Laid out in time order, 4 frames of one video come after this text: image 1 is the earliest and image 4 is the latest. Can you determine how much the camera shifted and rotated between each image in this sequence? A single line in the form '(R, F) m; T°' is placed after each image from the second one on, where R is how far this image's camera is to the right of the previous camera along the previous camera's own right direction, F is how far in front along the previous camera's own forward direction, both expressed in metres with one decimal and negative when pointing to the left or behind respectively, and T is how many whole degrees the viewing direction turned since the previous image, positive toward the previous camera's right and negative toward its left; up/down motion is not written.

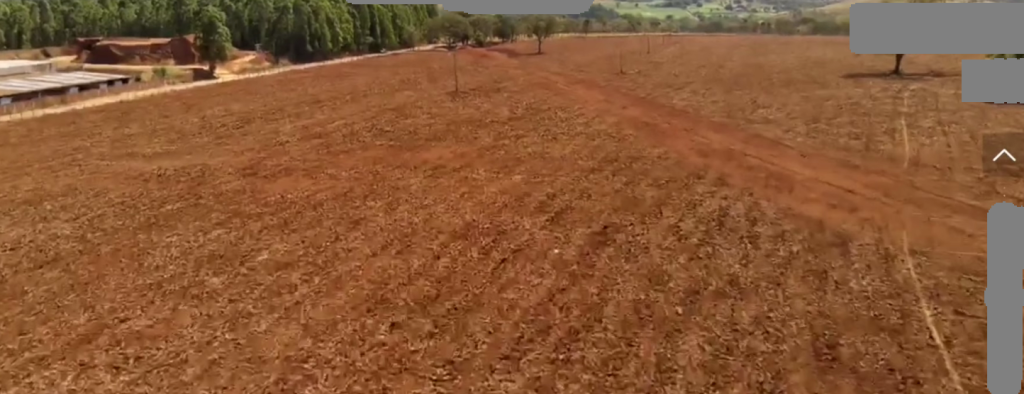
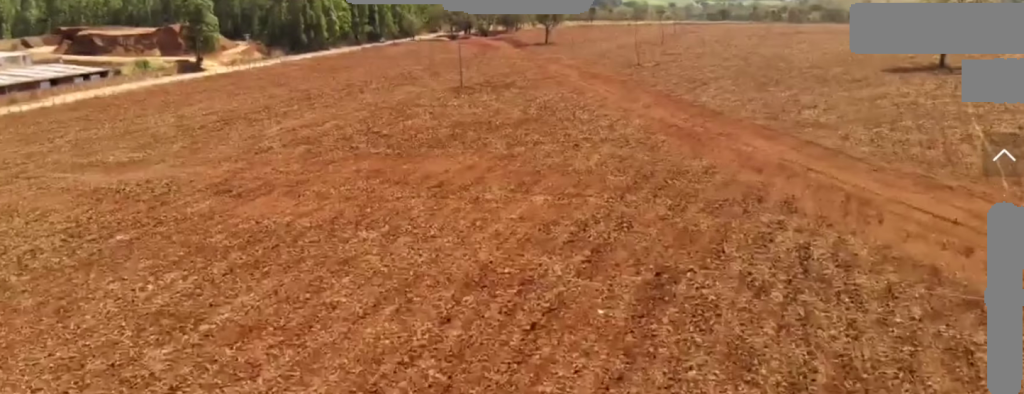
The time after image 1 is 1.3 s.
(0.0, +15.7) m; 0°
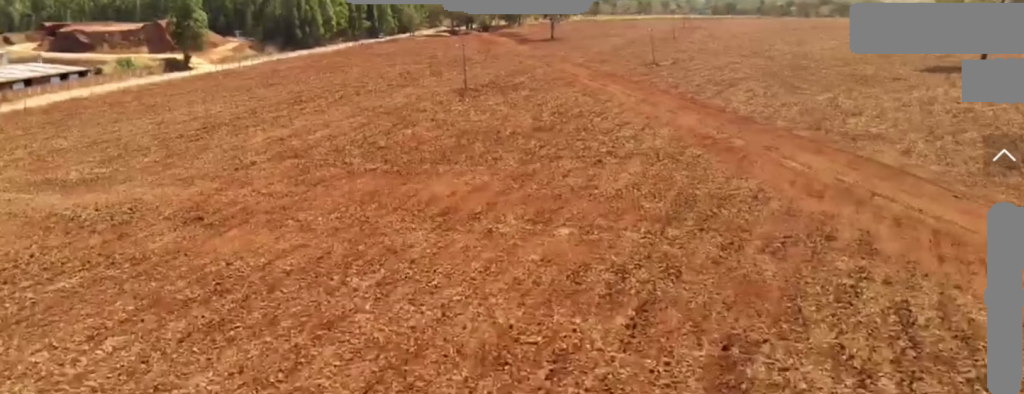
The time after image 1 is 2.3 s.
(0.0, +12.5) m; 0°
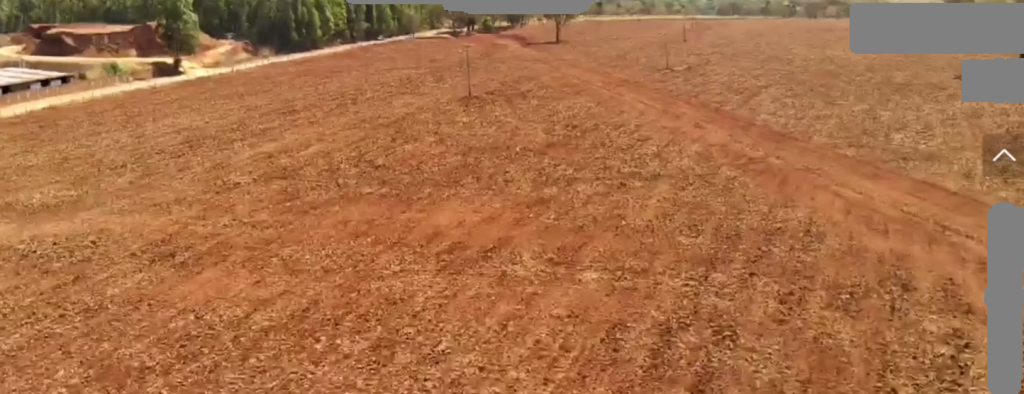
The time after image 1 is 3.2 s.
(0.0, +10.8) m; 0°
